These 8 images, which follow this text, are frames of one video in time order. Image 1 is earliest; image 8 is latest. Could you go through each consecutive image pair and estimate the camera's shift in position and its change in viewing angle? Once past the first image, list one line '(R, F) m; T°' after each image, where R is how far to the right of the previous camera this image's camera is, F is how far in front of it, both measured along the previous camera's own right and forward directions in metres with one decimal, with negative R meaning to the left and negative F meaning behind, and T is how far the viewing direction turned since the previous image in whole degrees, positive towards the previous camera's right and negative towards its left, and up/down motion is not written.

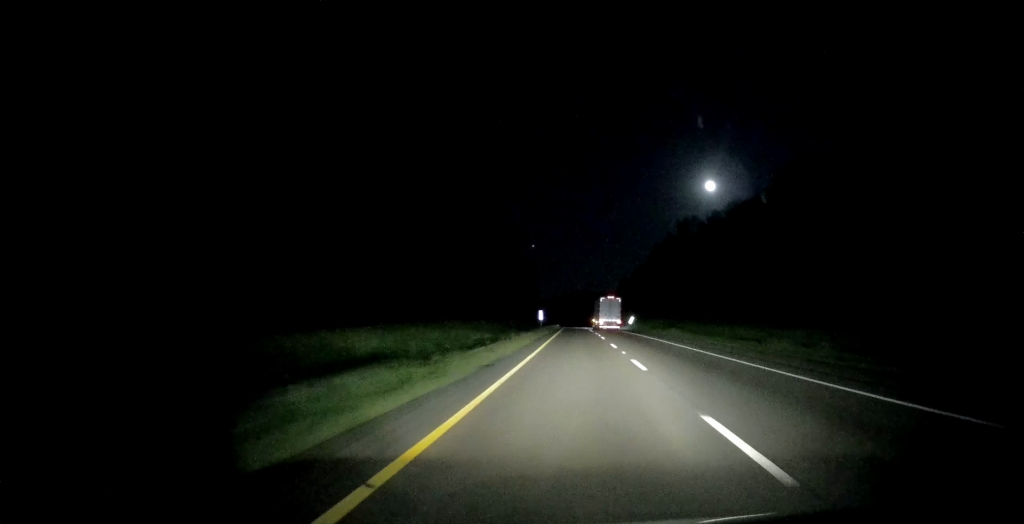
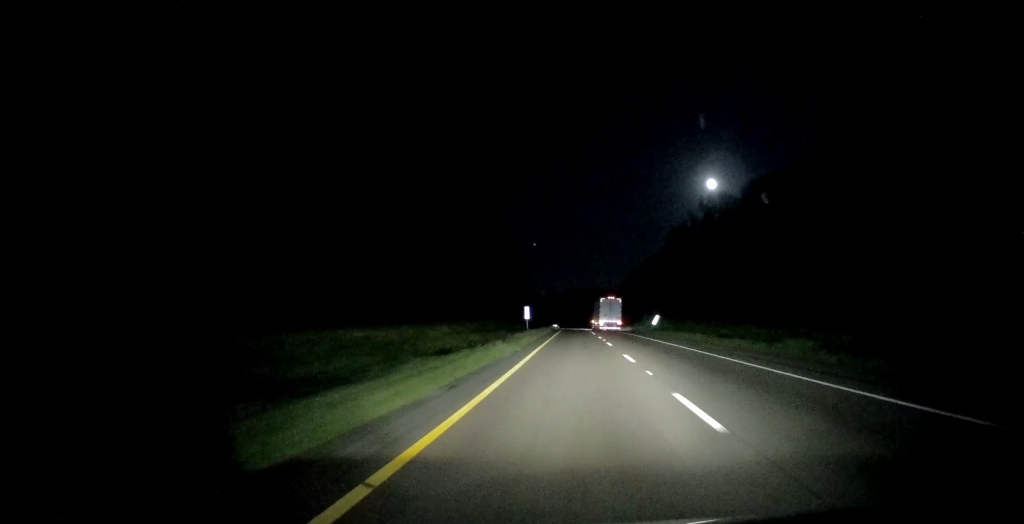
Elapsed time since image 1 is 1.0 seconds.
(-0.2, +33.4) m; 0°
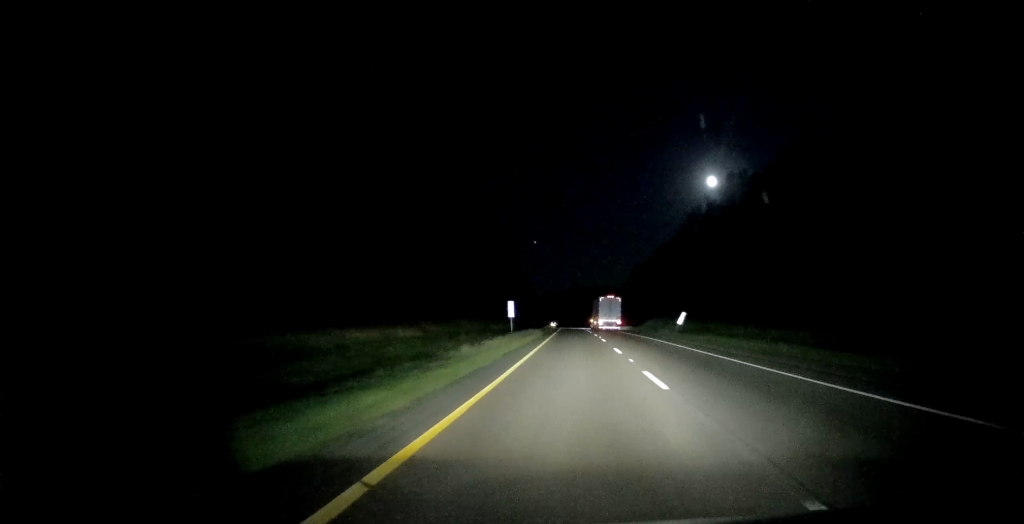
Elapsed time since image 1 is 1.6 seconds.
(+0.1, +19.5) m; 0°
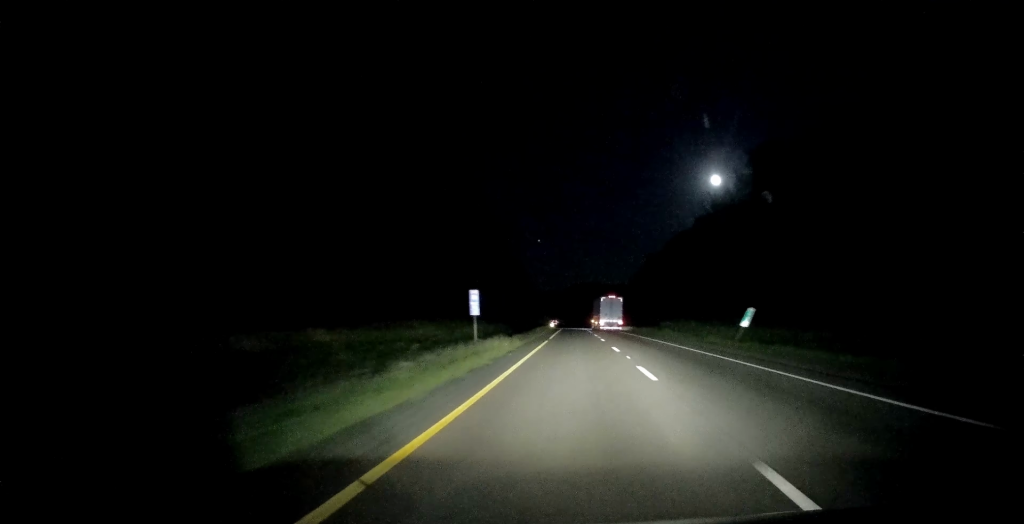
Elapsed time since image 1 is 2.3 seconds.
(+0.2, +22.7) m; +1°
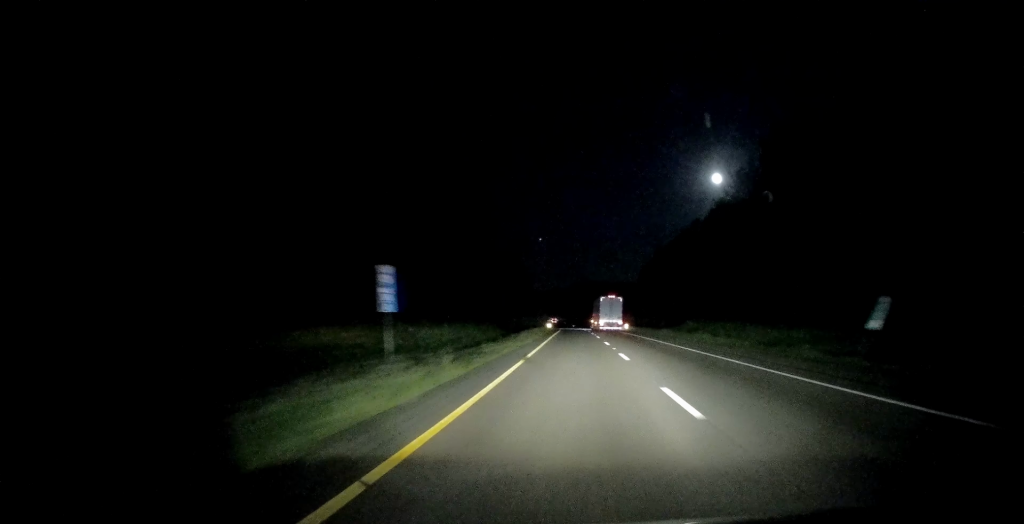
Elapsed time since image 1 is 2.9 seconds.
(0.0, +17.4) m; -1°
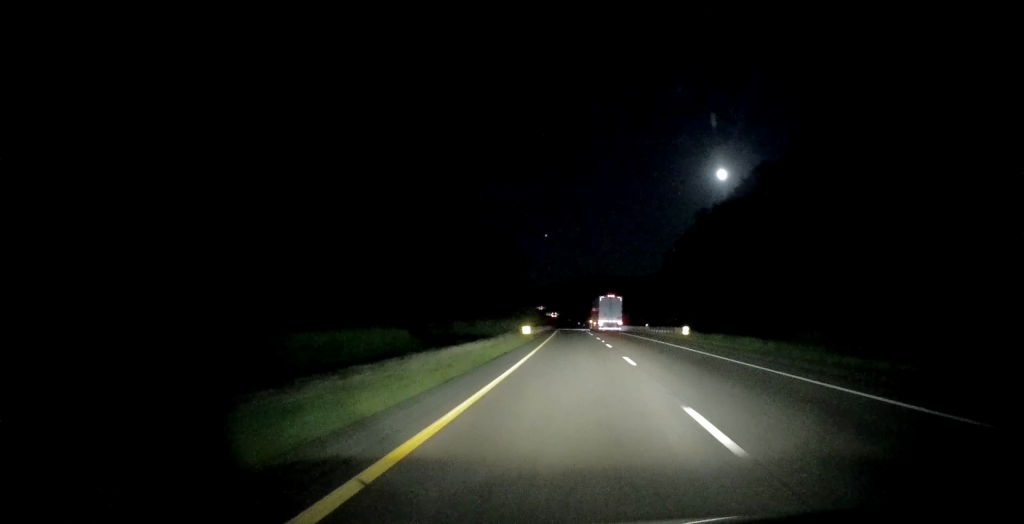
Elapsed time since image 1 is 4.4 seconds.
(-0.6, +51.0) m; -1°
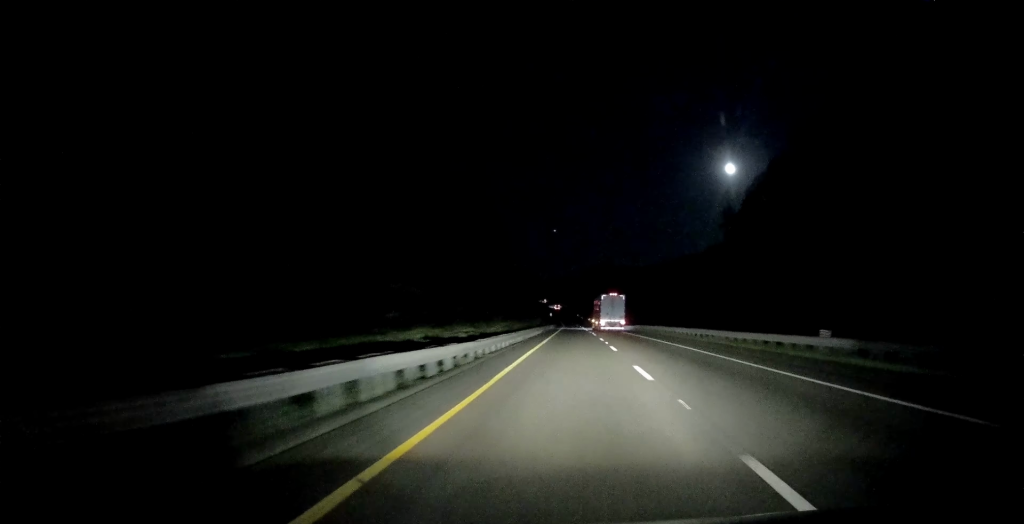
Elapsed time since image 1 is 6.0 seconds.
(-0.6, +52.3) m; -2°
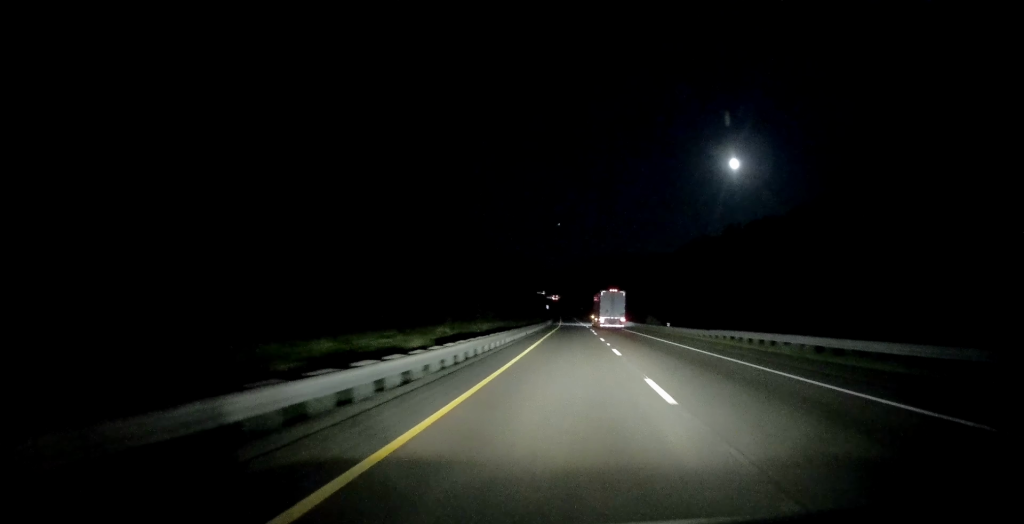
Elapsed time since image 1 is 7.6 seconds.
(+0.3, +52.7) m; 0°
